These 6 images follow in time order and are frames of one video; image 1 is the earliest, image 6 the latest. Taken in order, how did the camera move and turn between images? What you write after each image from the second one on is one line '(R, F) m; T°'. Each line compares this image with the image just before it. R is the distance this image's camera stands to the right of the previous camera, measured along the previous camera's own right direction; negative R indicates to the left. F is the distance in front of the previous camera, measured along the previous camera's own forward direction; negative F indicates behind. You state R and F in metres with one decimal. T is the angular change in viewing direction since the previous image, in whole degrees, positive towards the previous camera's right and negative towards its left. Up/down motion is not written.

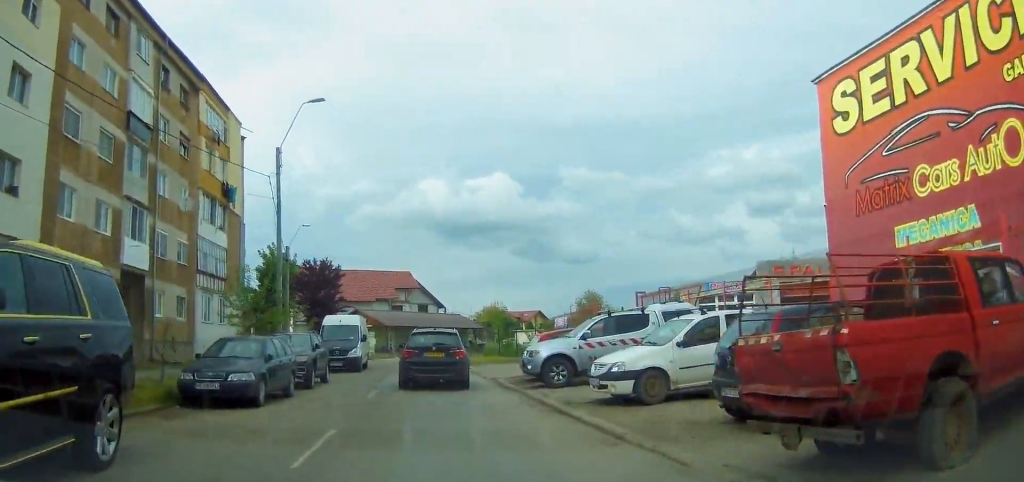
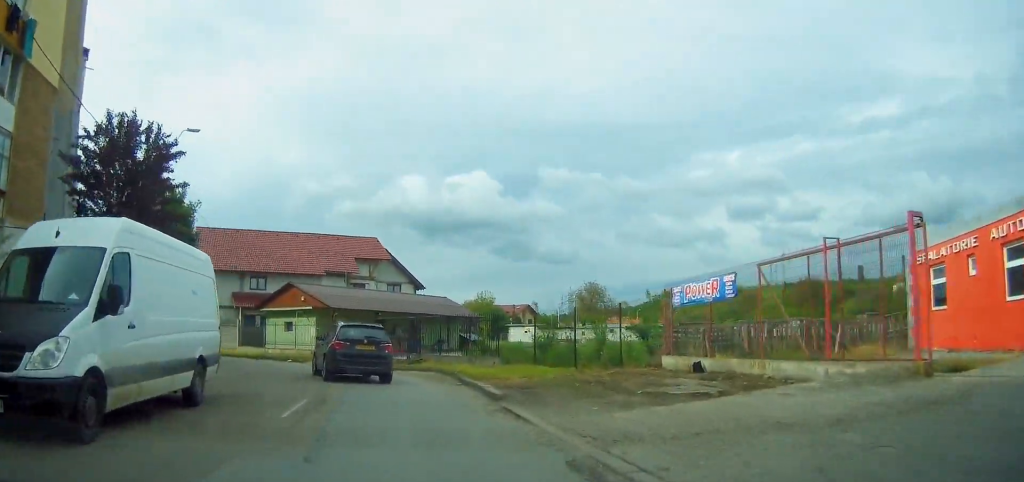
(+0.4, +22.8) m; -2°
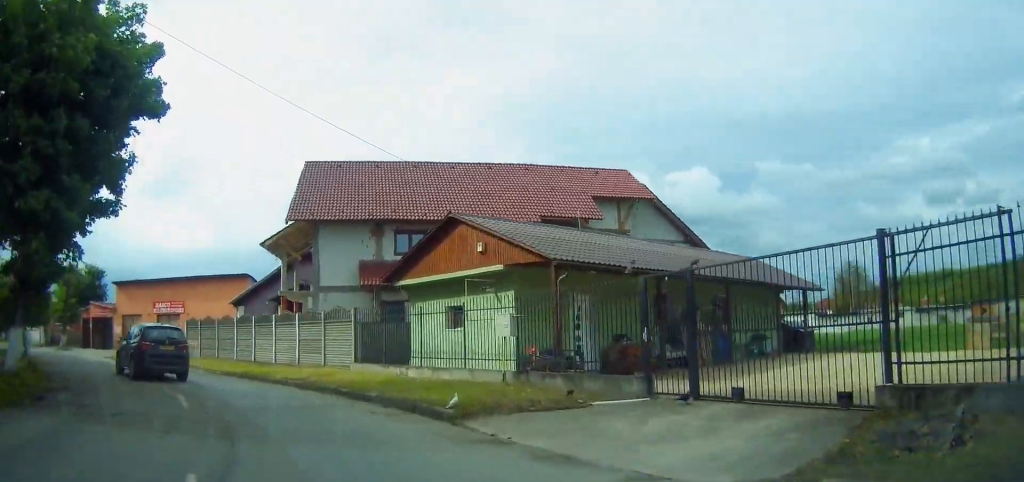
(-3.6, +23.0) m; -30°
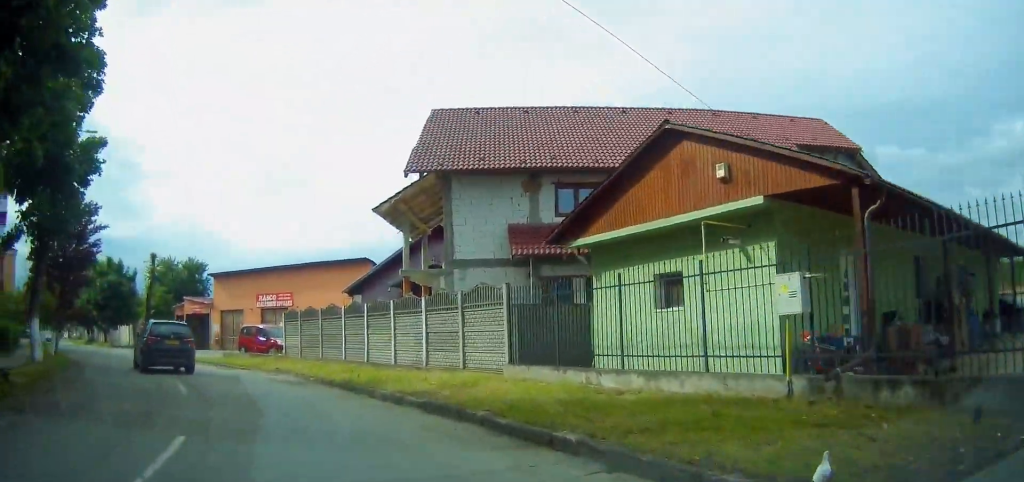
(-0.2, +7.1) m; -18°
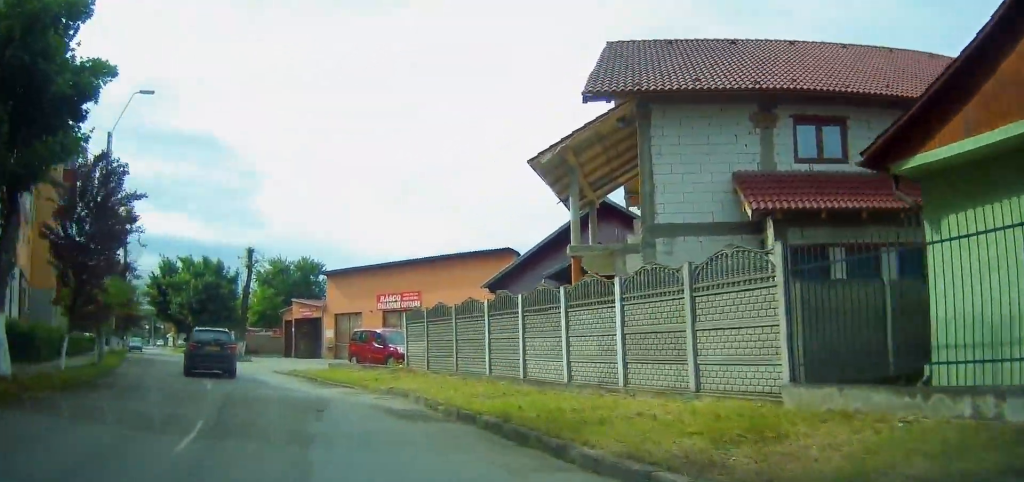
(-0.7, +6.0) m; -10°
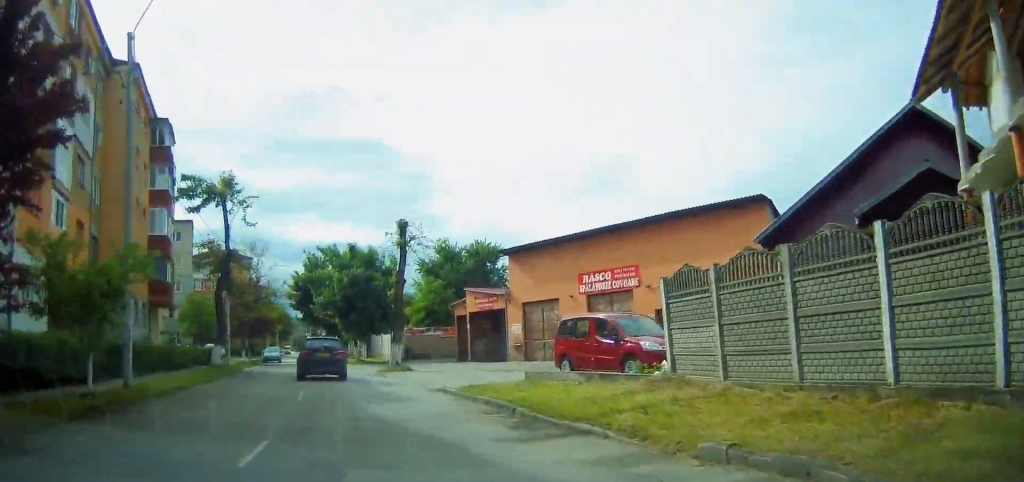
(-4.4, +8.8) m; -1°
